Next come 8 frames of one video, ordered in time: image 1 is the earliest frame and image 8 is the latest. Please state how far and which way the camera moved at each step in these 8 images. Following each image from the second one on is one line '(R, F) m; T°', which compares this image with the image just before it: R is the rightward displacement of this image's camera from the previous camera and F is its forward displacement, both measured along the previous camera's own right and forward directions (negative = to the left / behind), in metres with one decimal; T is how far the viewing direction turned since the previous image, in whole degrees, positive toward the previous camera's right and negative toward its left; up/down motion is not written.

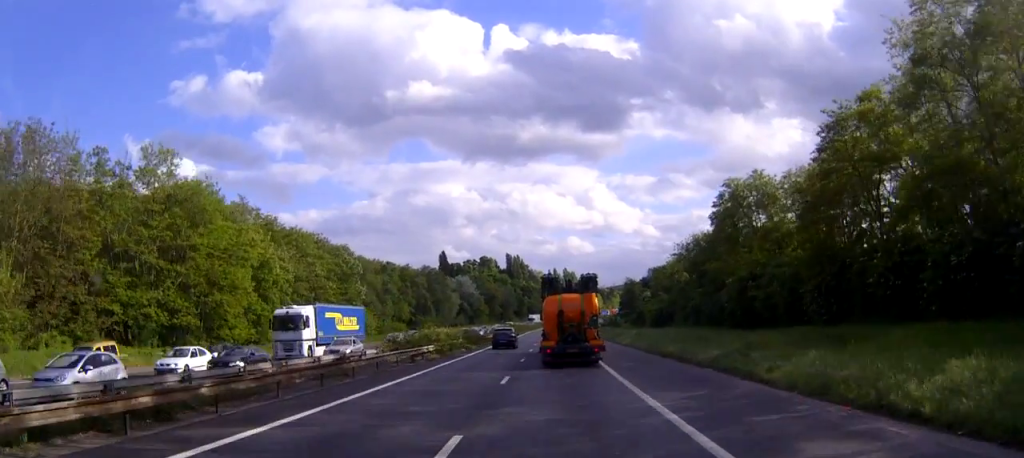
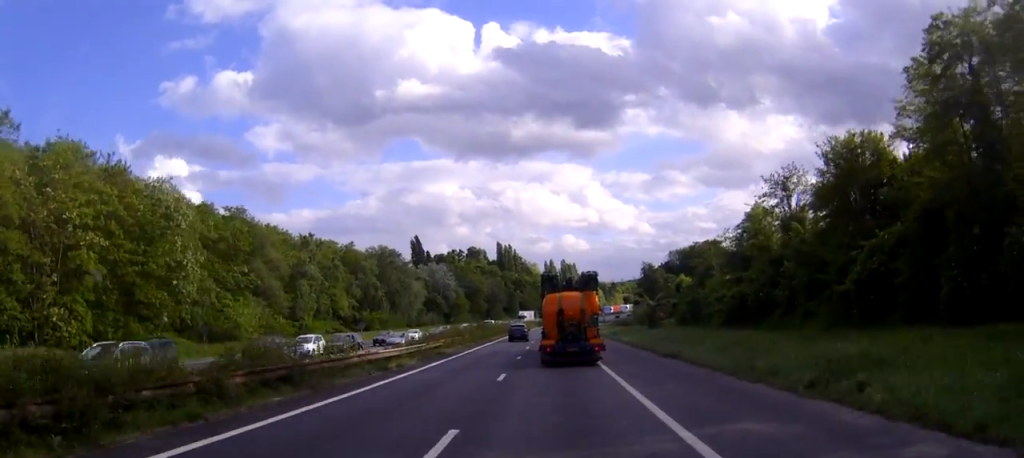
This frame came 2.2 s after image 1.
(-0.2, +54.2) m; 0°
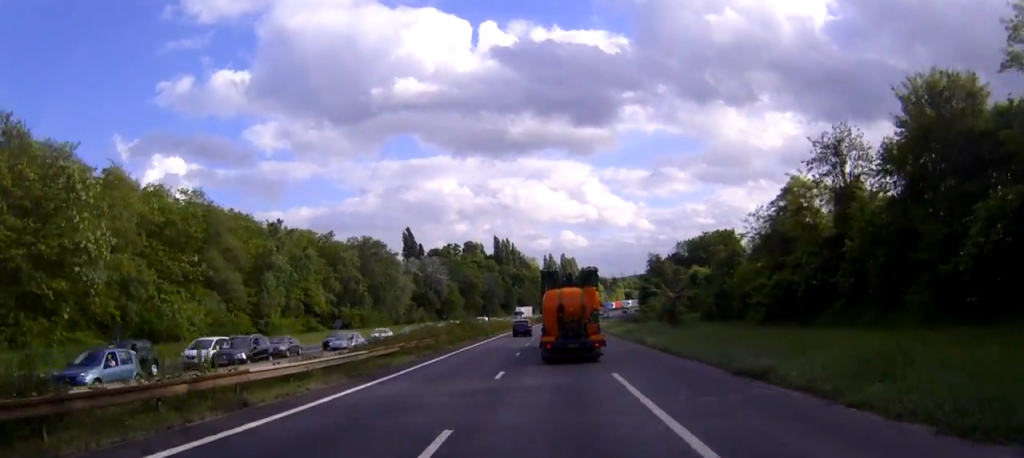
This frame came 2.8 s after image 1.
(0.0, +13.9) m; 0°
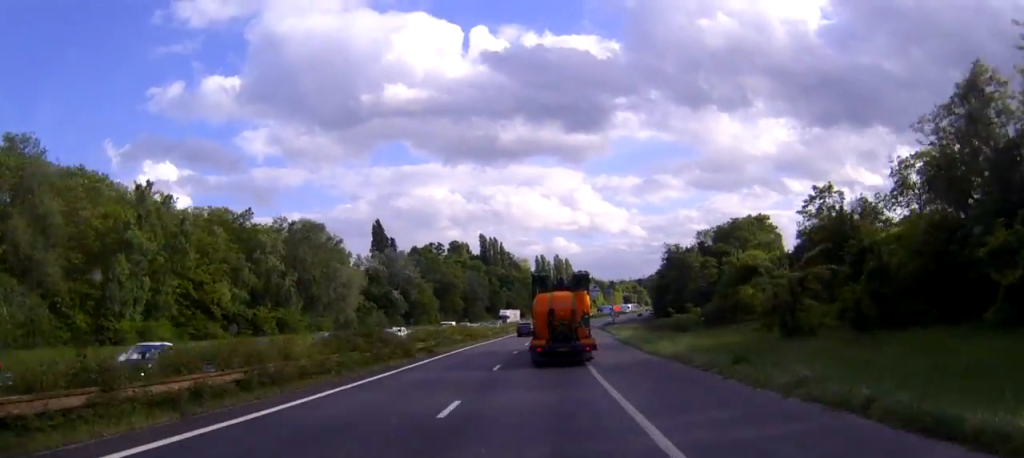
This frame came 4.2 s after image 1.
(+0.2, +36.1) m; +1°
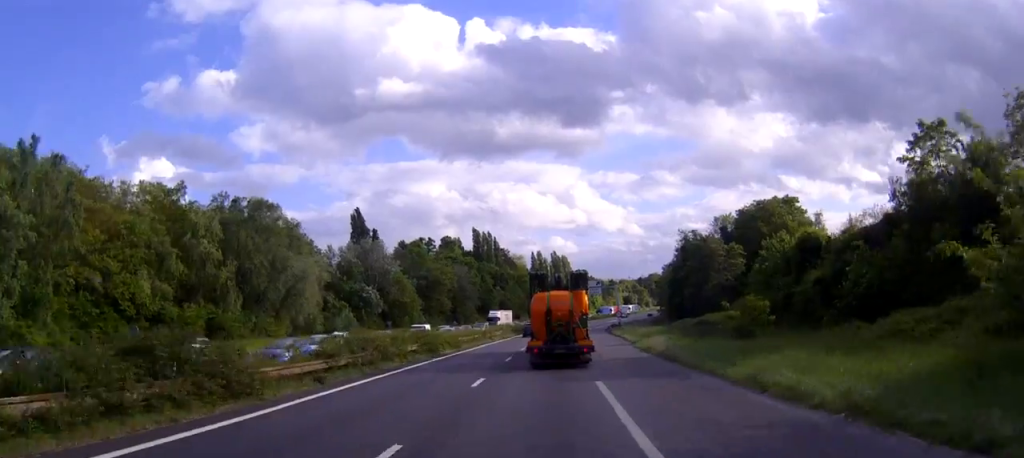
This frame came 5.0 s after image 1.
(+0.1, +19.7) m; 0°
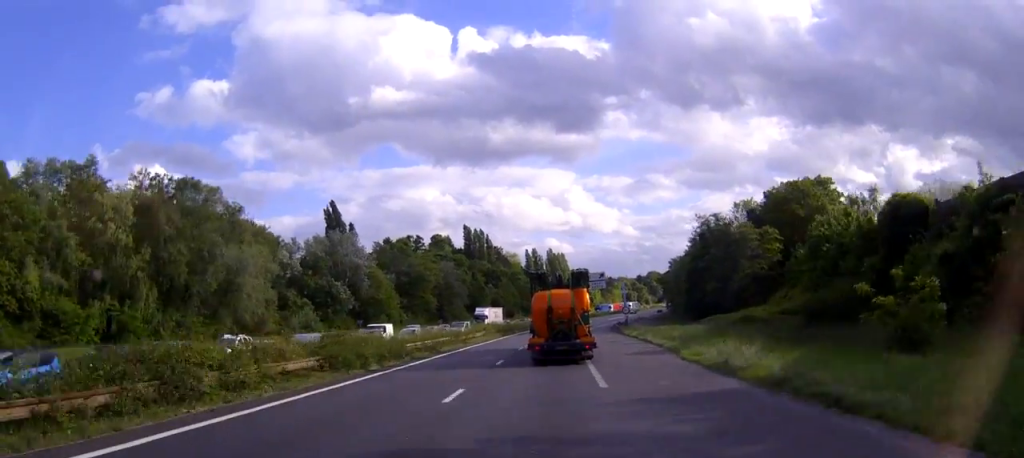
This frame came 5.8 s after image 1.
(+0.1, +18.9) m; 0°
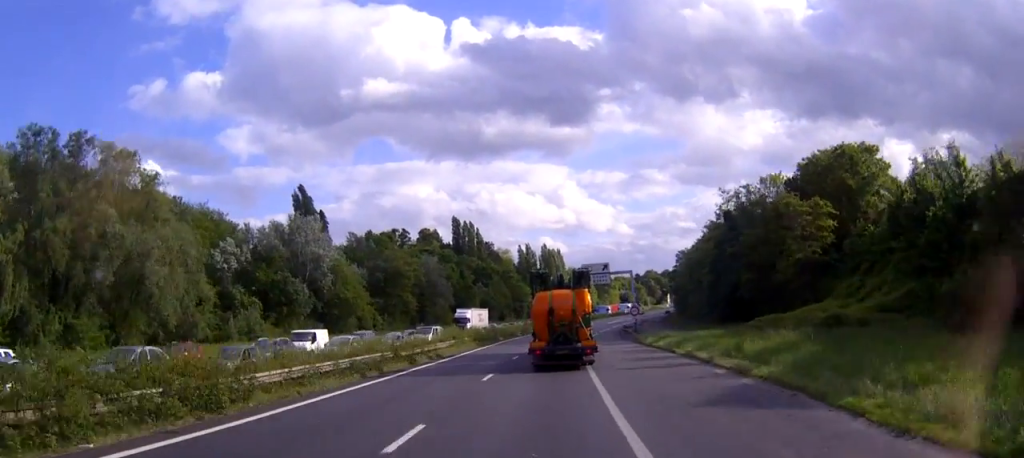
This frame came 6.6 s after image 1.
(0.0, +18.8) m; 0°
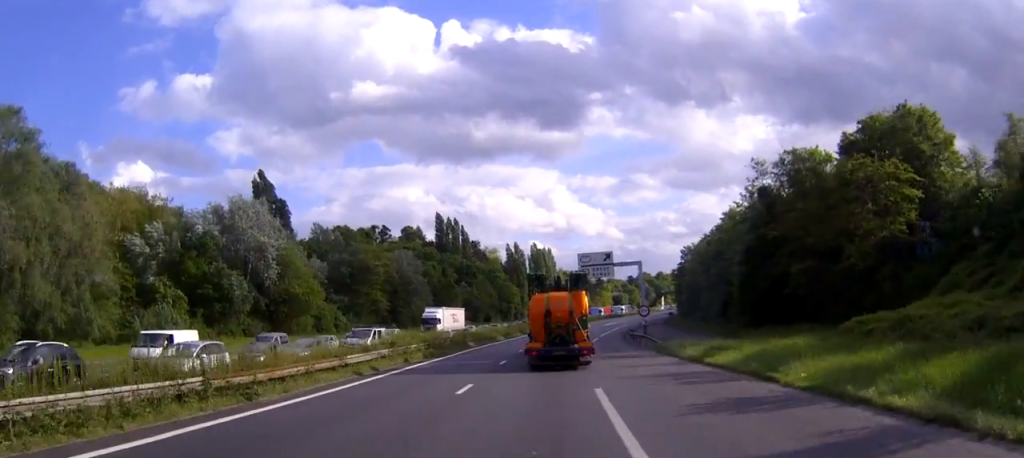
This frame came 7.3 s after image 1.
(+0.1, +18.8) m; 0°
